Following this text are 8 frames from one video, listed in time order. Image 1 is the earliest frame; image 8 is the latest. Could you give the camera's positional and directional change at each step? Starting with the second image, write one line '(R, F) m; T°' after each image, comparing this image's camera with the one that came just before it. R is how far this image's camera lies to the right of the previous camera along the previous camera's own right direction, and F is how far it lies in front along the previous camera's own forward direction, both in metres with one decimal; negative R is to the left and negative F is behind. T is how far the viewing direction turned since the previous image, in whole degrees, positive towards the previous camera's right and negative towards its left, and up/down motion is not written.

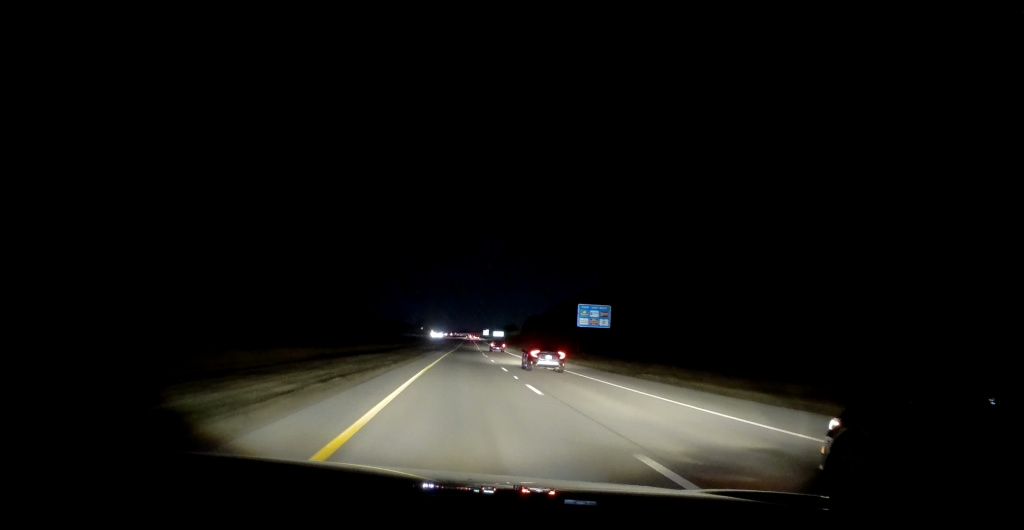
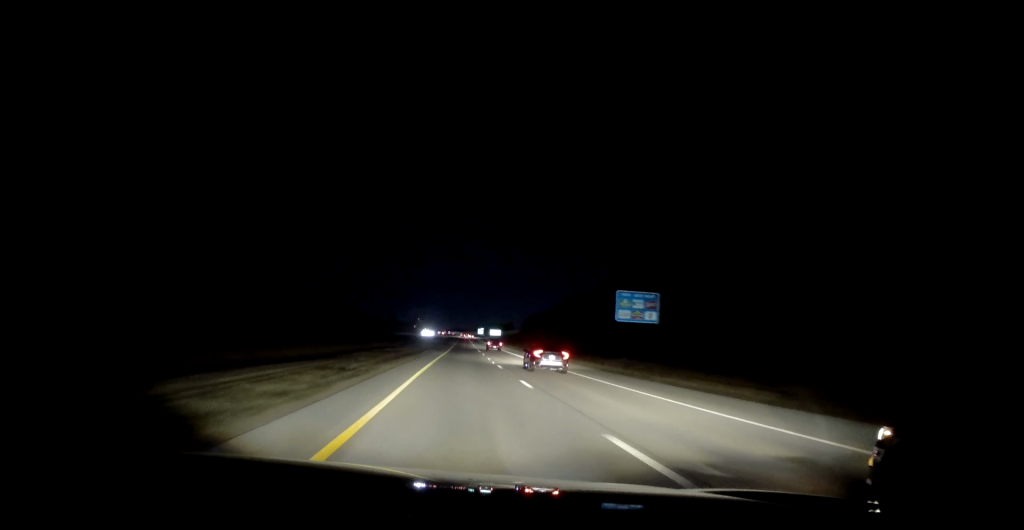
(+0.2, +22.2) m; +1°
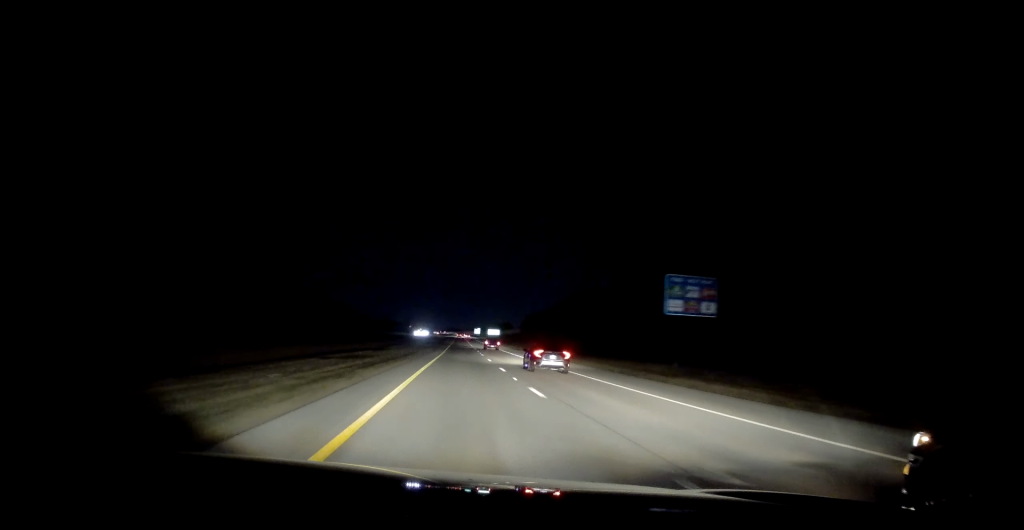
(0.0, +15.2) m; 0°
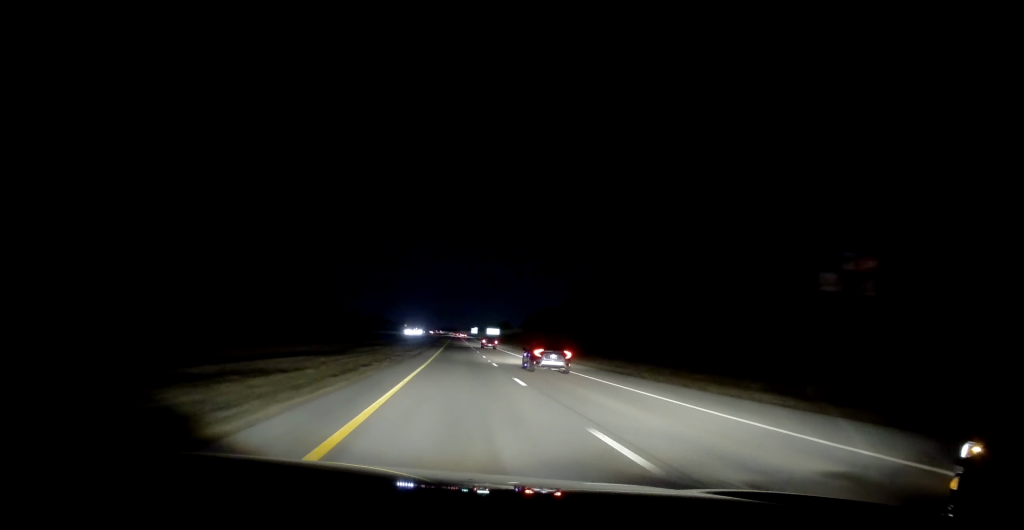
(+0.1, +20.3) m; 0°
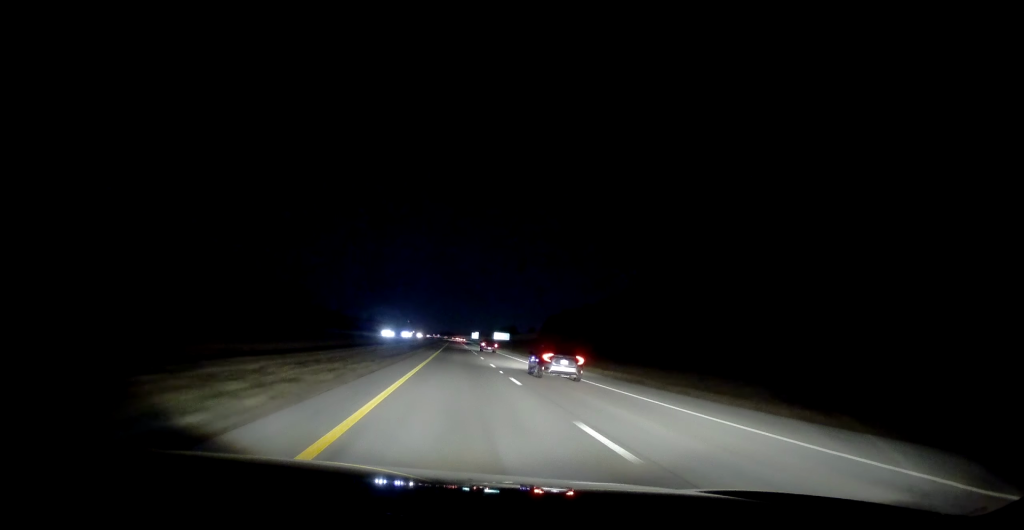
(-0.1, +48.0) m; 0°
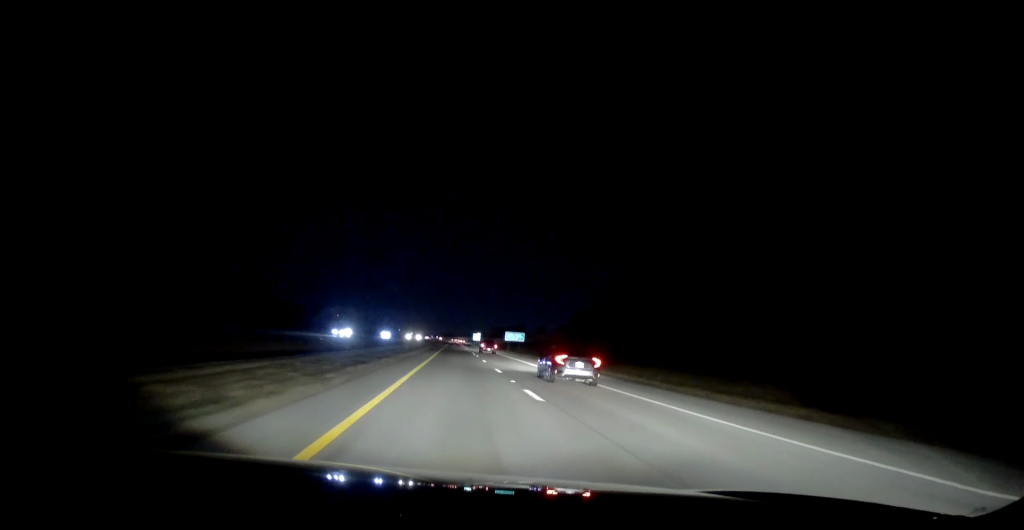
(+0.2, +41.3) m; 0°
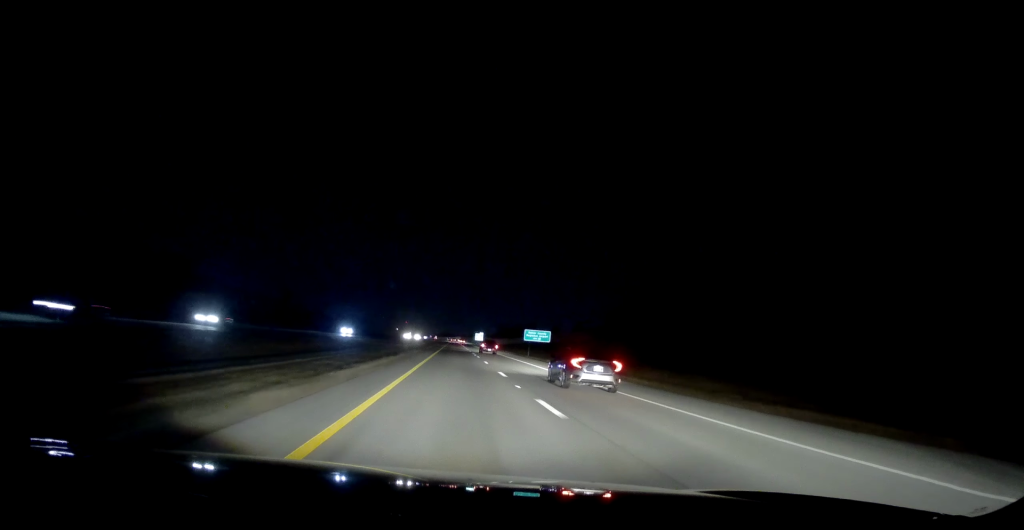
(-0.4, +39.2) m; 0°
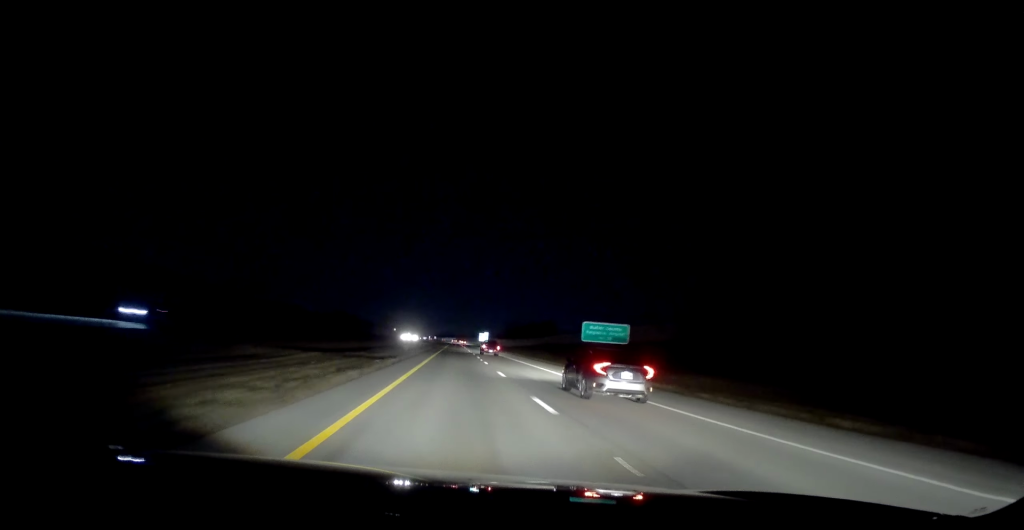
(+0.7, +47.5) m; 0°
